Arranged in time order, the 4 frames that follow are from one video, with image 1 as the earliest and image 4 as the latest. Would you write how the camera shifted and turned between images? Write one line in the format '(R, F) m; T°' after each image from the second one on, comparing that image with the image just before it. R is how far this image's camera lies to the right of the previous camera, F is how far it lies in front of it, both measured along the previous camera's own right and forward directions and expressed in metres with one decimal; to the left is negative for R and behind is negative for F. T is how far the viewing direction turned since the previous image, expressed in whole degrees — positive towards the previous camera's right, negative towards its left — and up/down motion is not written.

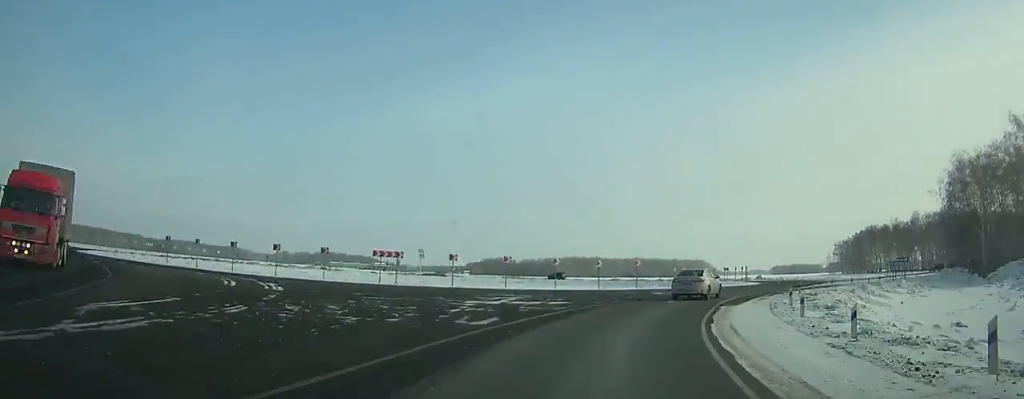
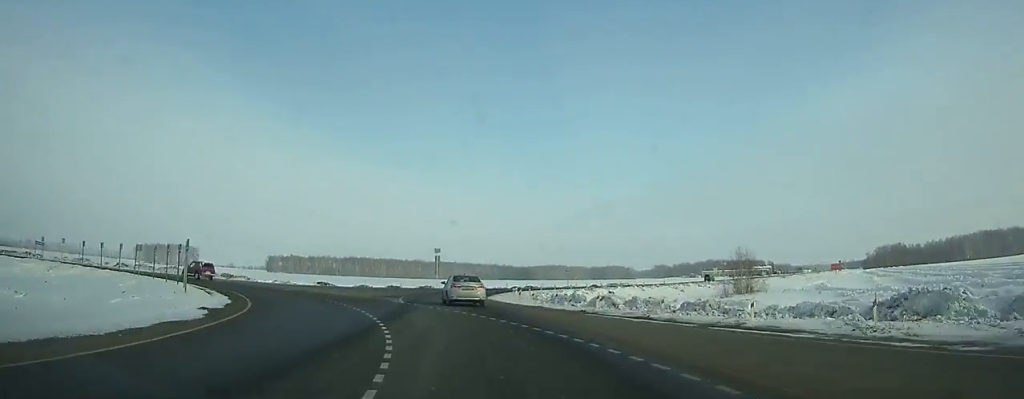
(-37.3, +119.9) m; -58°
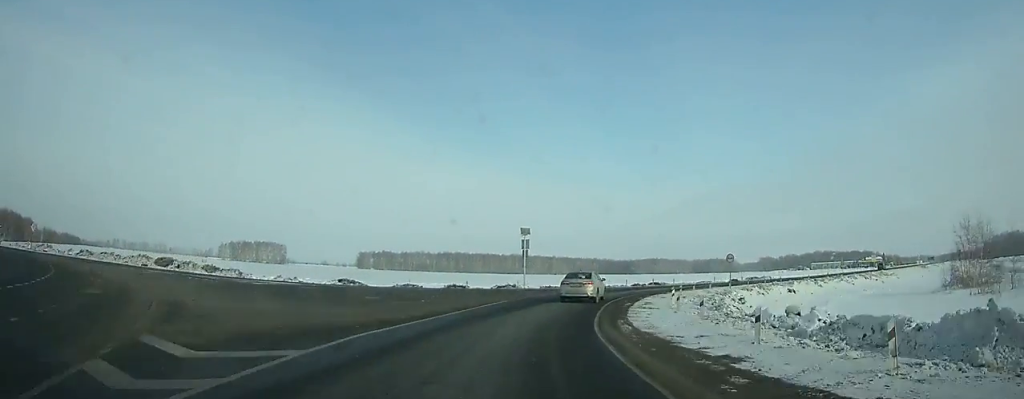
(-1.3, +28.5) m; +4°
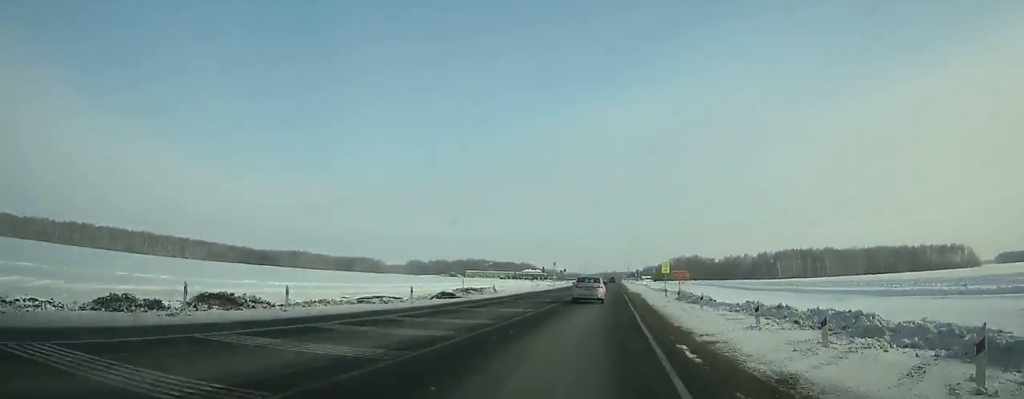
(+12.1, +54.2) m; +23°
